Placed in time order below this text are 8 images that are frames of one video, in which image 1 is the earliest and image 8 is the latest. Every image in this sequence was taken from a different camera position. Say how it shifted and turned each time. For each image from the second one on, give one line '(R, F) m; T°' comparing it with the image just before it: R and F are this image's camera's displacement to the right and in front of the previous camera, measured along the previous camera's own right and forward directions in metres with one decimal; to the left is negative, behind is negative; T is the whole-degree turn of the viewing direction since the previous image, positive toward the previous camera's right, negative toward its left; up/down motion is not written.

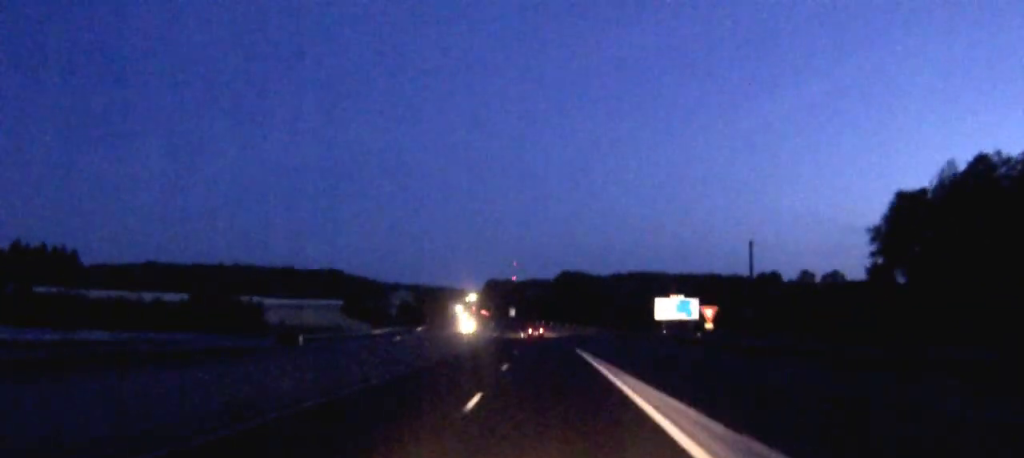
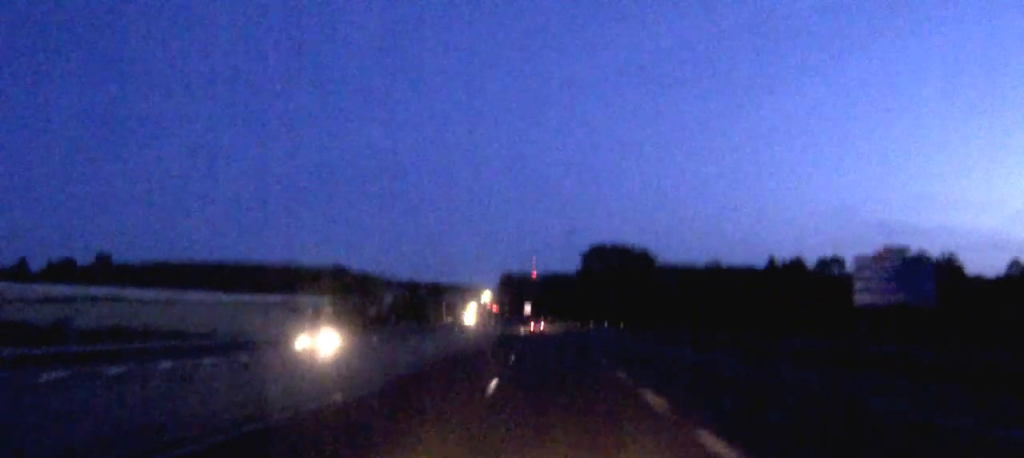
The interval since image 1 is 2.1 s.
(-0.8, +60.8) m; -2°
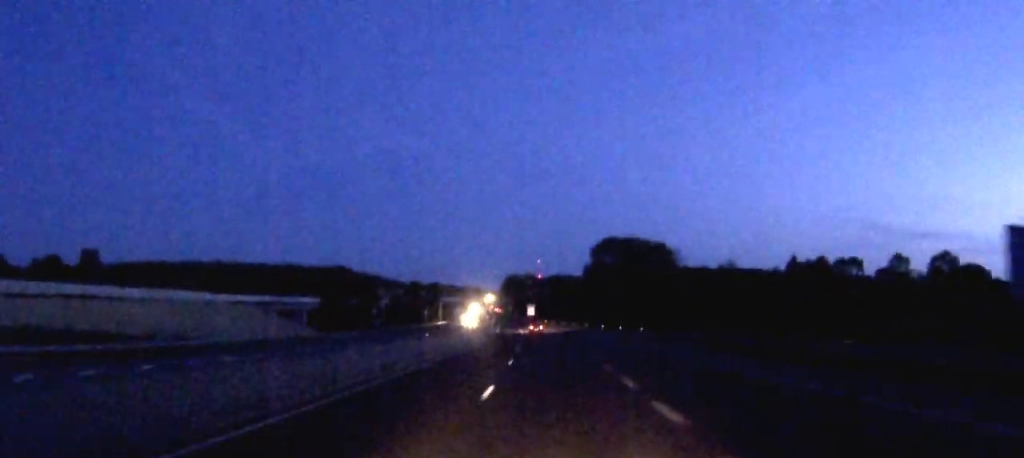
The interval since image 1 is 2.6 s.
(0.0, +14.9) m; 0°
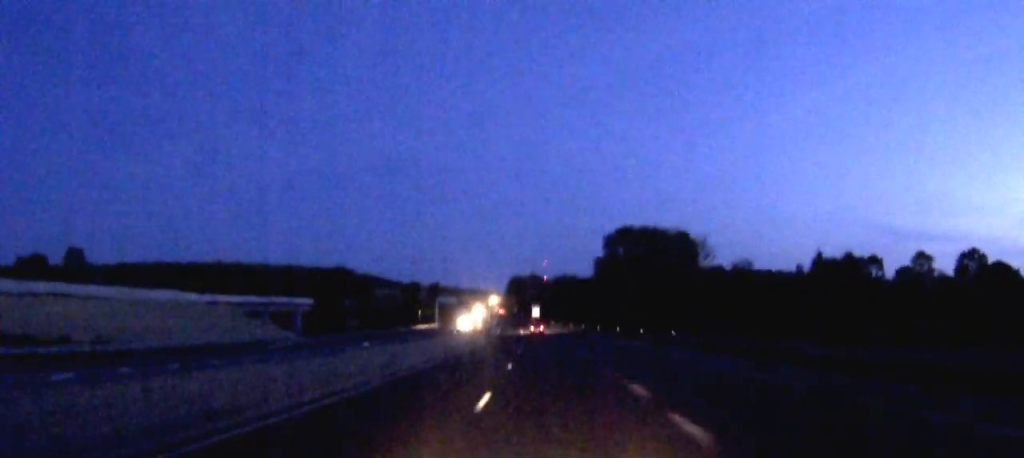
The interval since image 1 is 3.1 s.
(-0.1, +14.8) m; 0°
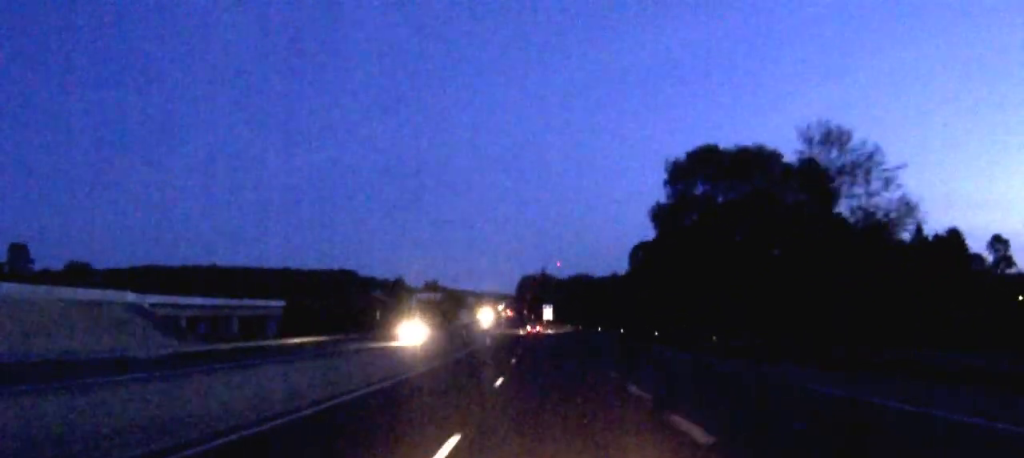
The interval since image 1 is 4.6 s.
(-0.4, +45.4) m; -1°
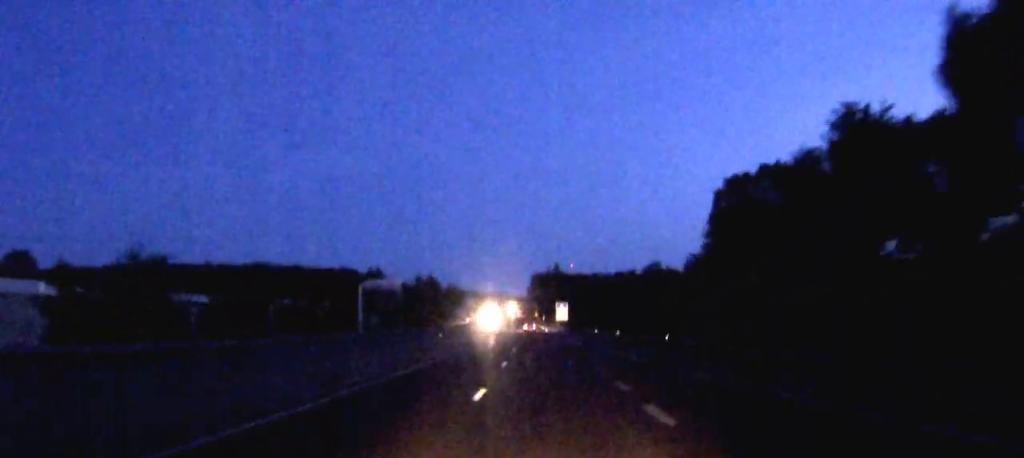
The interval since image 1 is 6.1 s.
(-0.5, +43.7) m; -1°
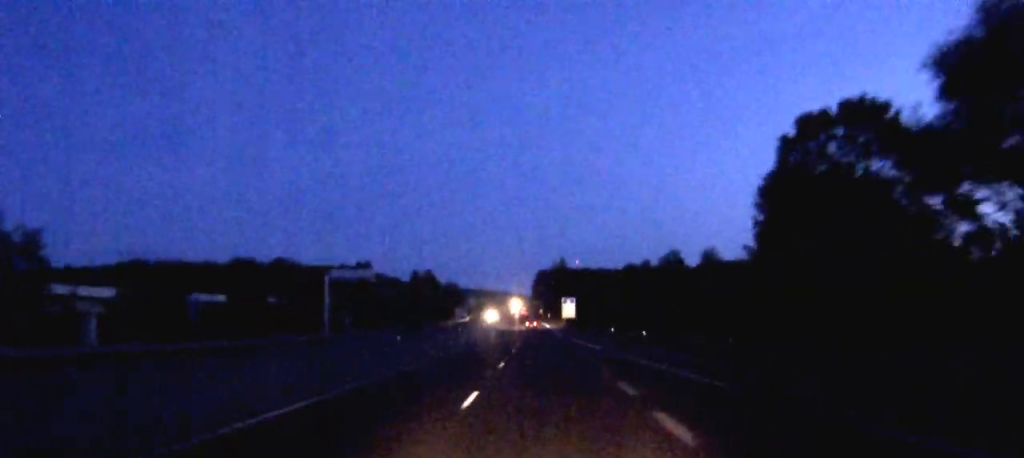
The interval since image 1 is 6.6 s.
(0.0, +14.9) m; 0°
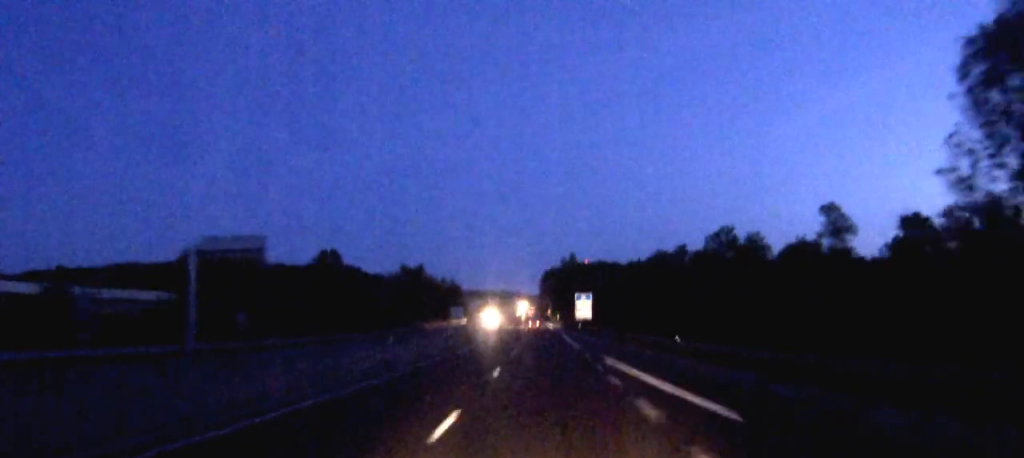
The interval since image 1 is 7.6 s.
(0.0, +29.9) m; 0°
